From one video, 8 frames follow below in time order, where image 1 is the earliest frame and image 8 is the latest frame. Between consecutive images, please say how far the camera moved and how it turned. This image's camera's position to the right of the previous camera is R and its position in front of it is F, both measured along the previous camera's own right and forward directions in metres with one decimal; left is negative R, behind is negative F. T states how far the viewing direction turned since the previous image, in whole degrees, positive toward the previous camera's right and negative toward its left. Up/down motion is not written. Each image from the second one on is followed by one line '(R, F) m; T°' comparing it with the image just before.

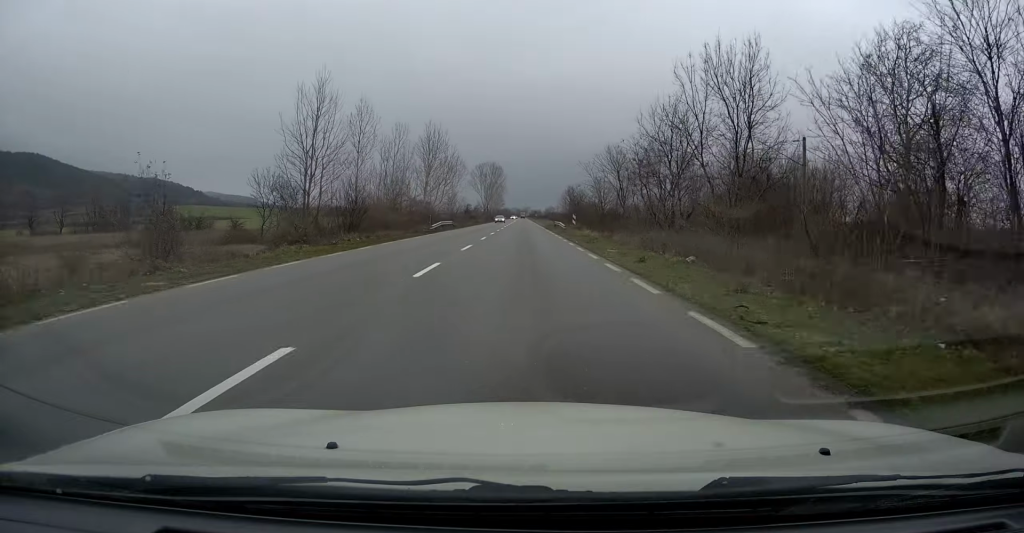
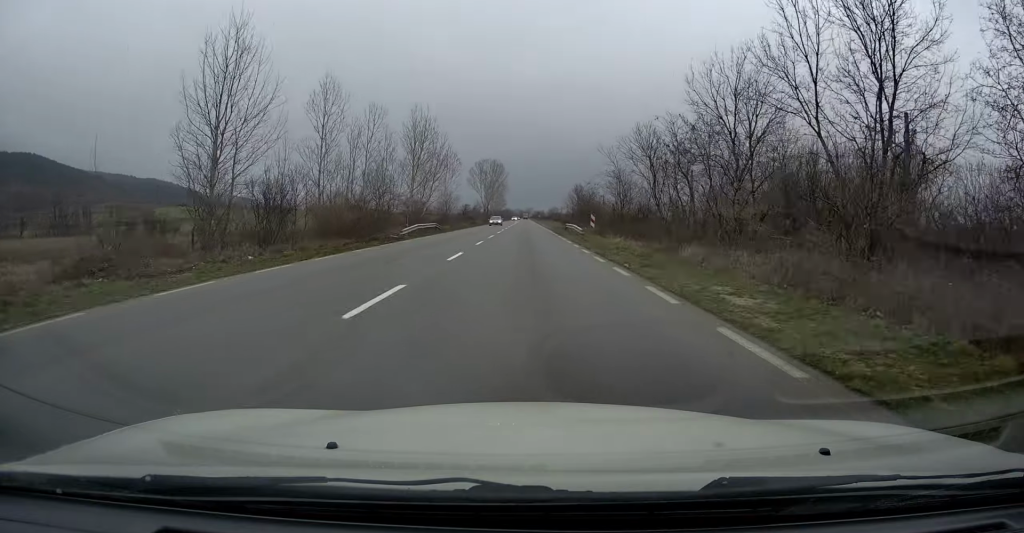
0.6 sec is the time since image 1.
(-0.1, +13.2) m; 0°
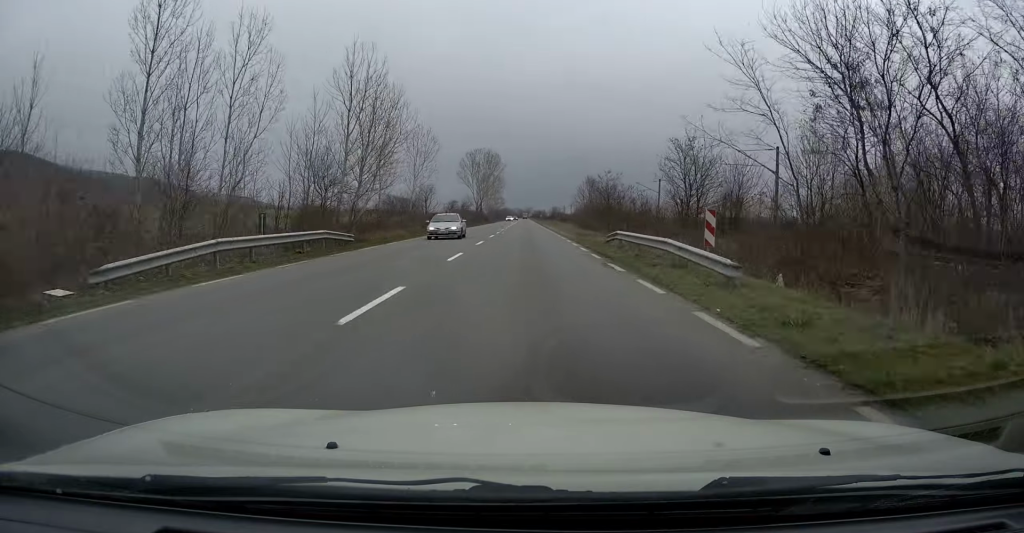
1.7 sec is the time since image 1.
(-0.4, +27.2) m; -1°
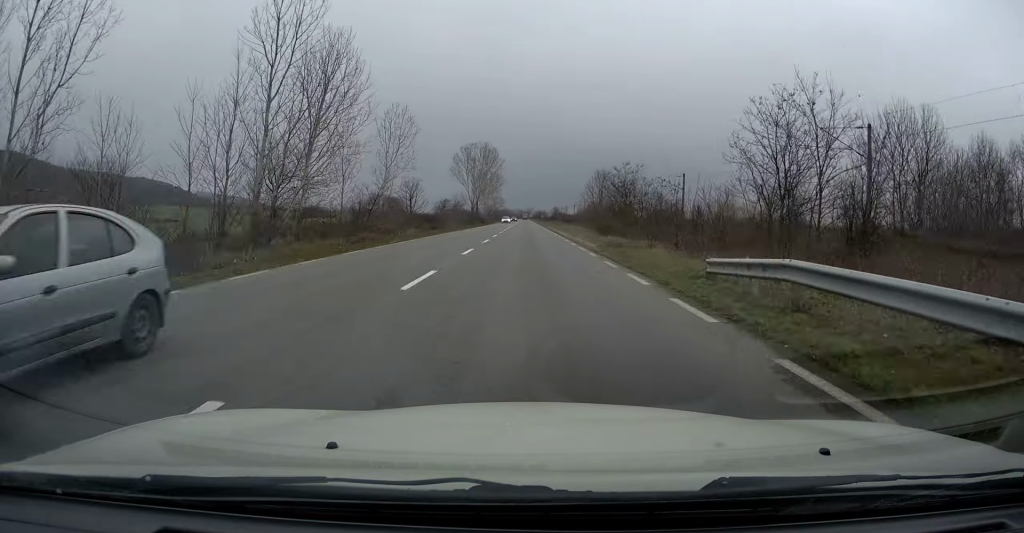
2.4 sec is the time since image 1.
(0.0, +14.8) m; 0°
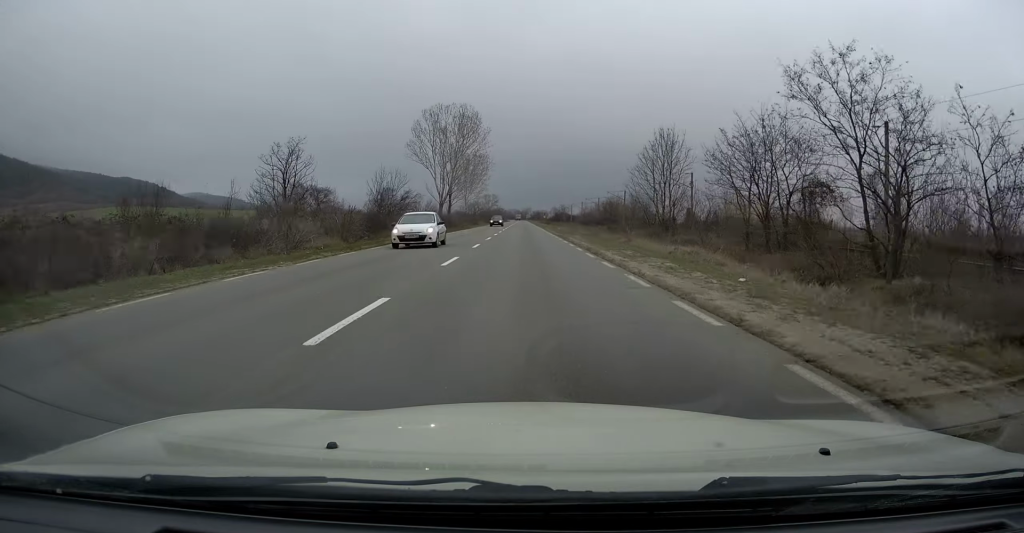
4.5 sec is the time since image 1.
(+0.7, +48.8) m; 0°
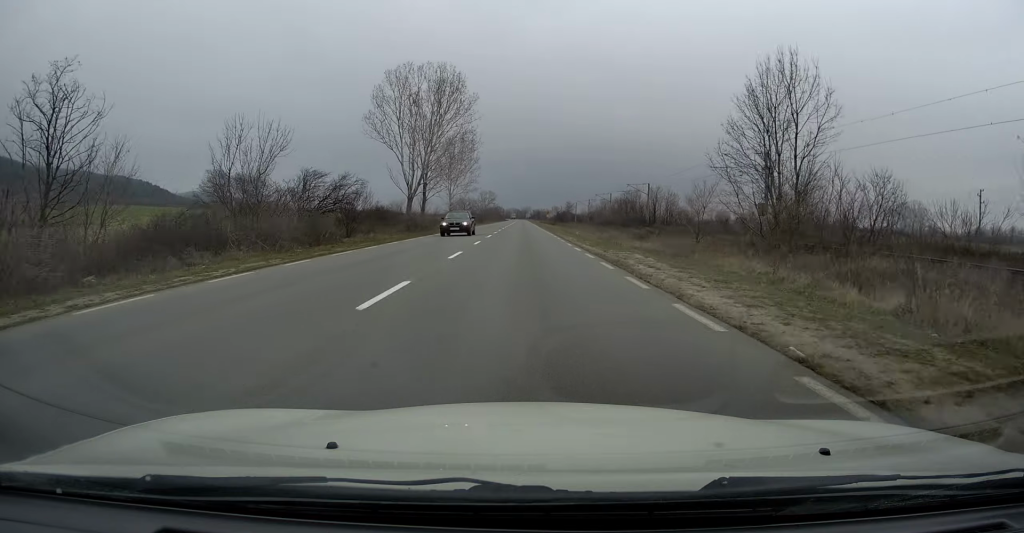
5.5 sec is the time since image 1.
(-0.3, +24.6) m; 0°
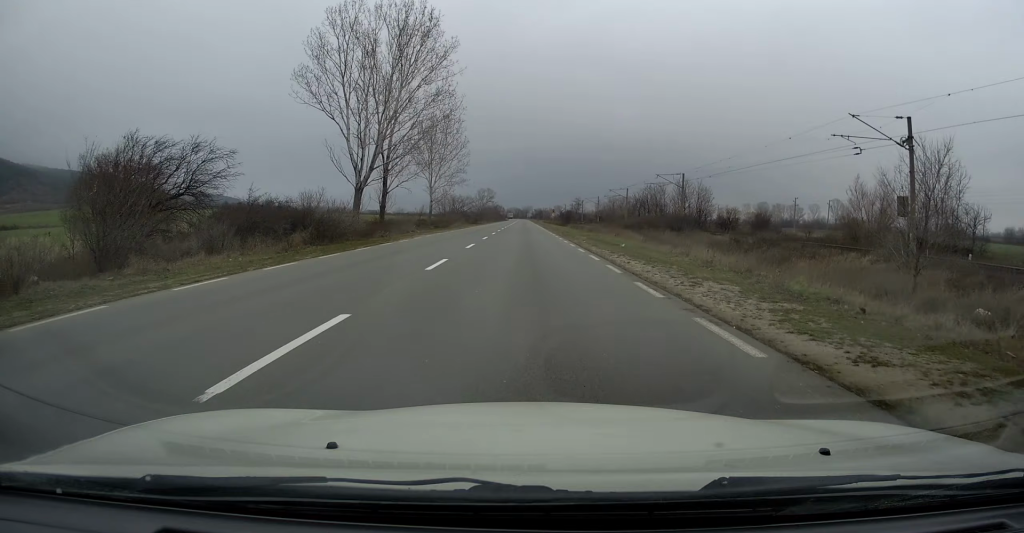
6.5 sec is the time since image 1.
(+0.1, +21.5) m; +1°
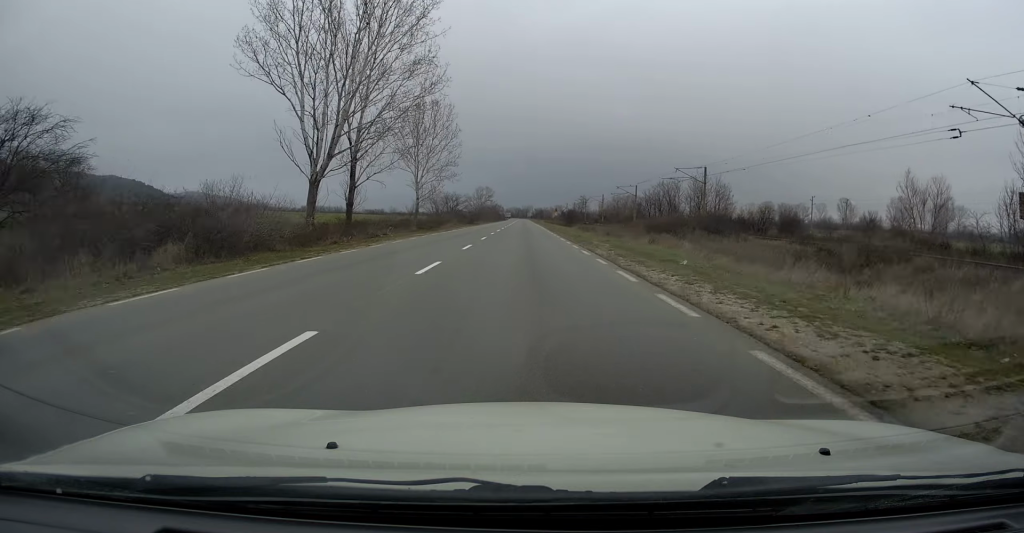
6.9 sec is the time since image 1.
(+0.2, +10.0) m; 0°
